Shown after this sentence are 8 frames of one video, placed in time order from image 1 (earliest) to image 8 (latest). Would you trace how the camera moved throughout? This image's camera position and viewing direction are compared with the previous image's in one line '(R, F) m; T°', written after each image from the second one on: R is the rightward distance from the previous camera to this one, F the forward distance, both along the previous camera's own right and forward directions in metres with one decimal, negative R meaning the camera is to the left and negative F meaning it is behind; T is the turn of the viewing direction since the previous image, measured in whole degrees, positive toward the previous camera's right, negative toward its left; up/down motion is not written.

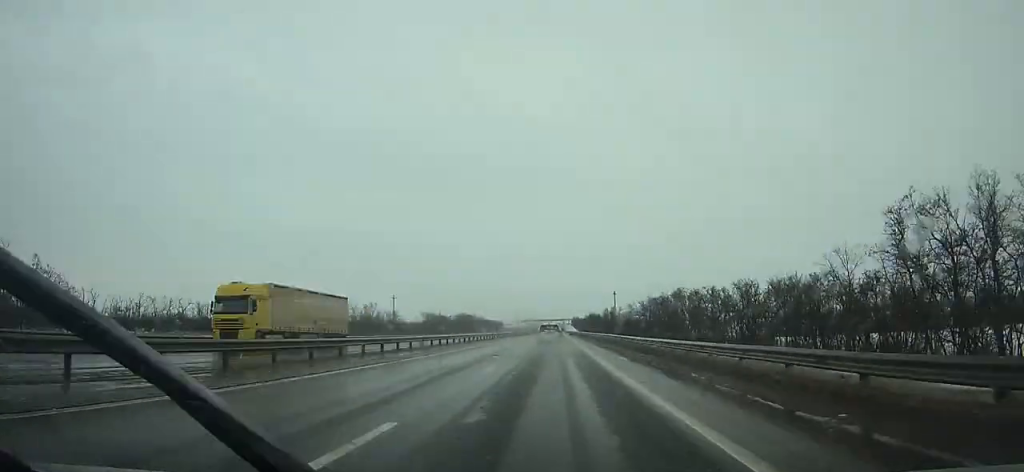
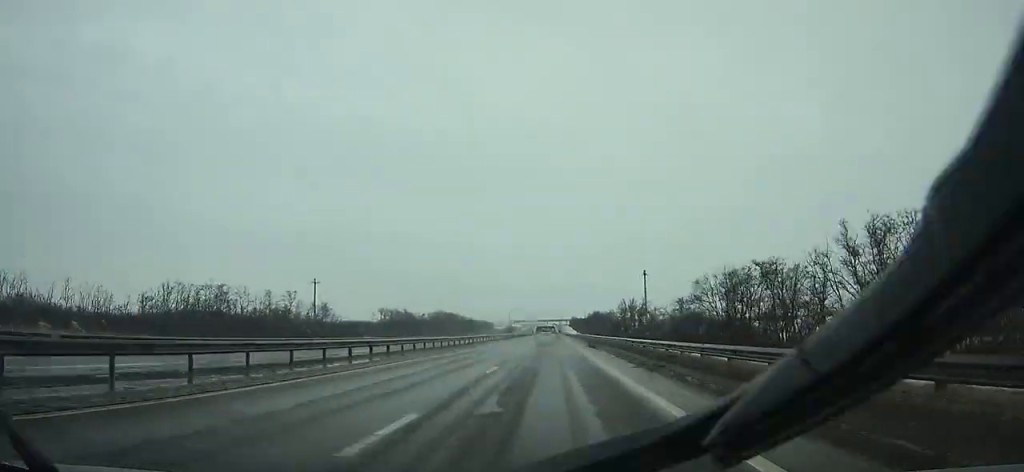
(-0.1, +81.5) m; 0°
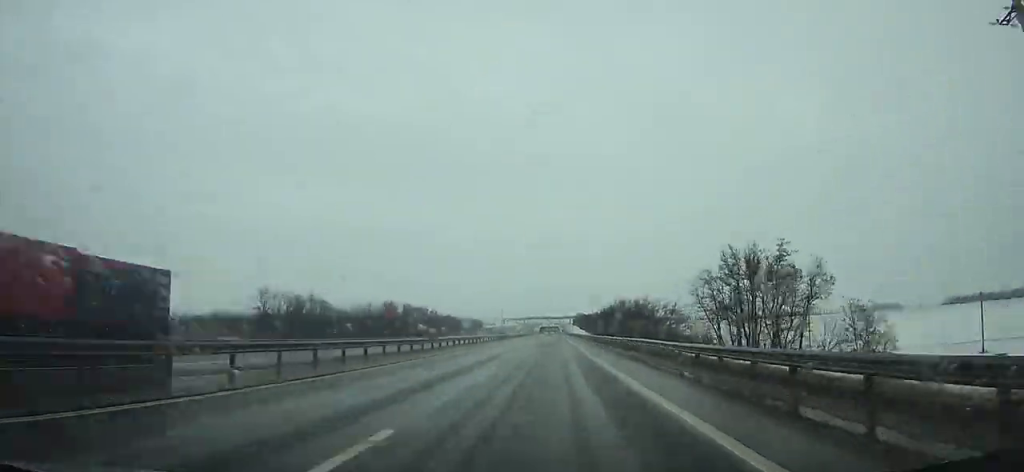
(-0.4, +118.3) m; 0°
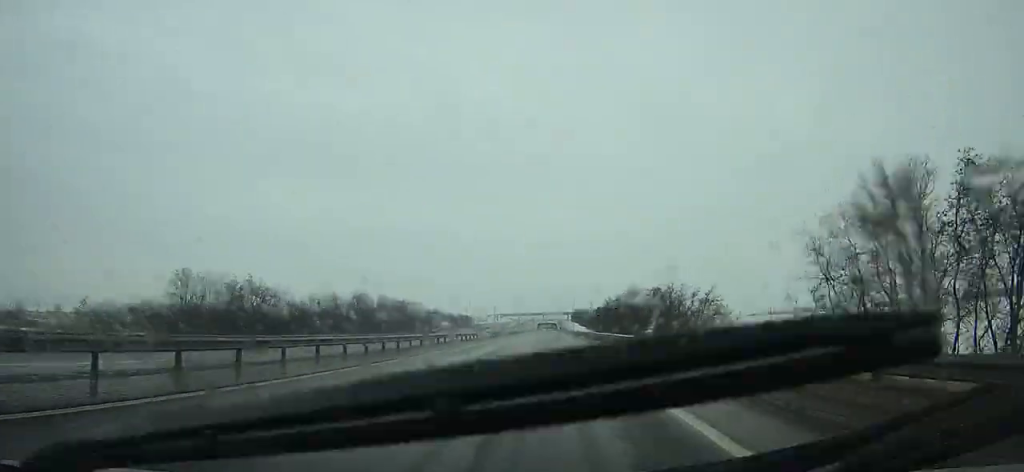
(0.0, +37.3) m; 0°
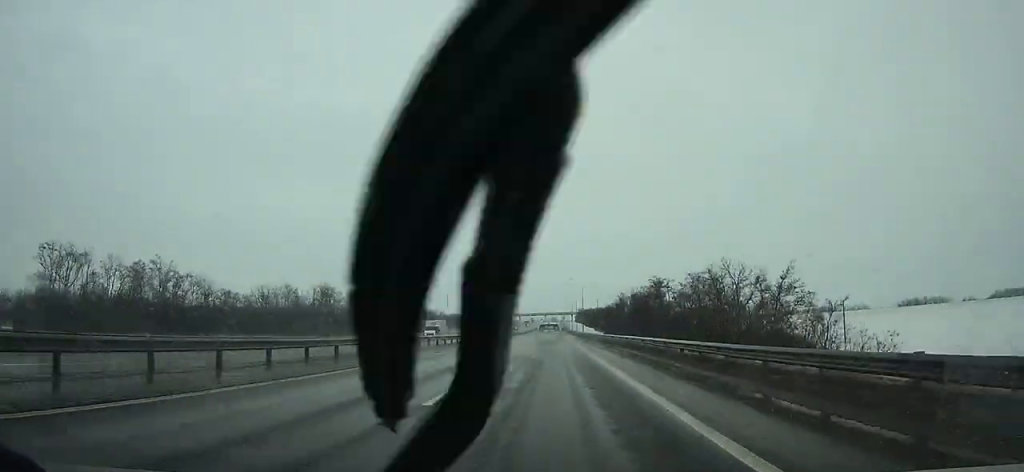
(+0.1, +39.8) m; 0°
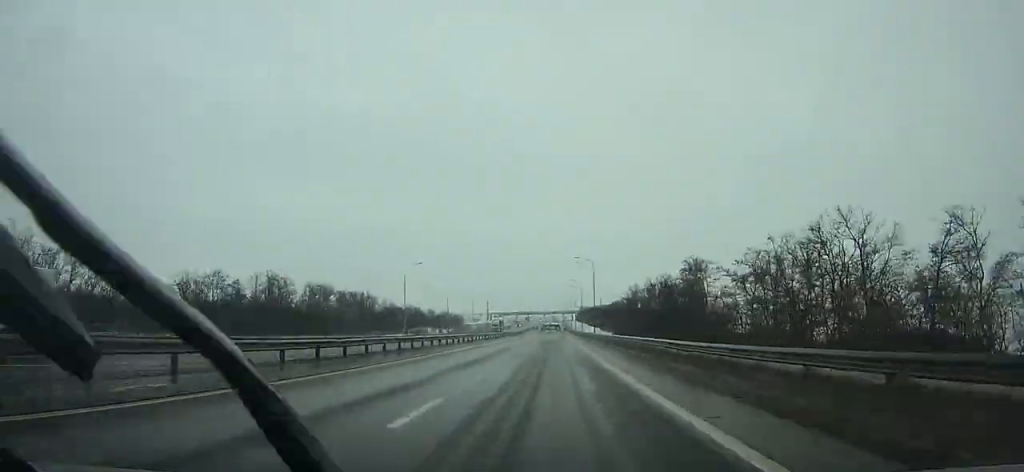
(0.0, +37.0) m; 0°
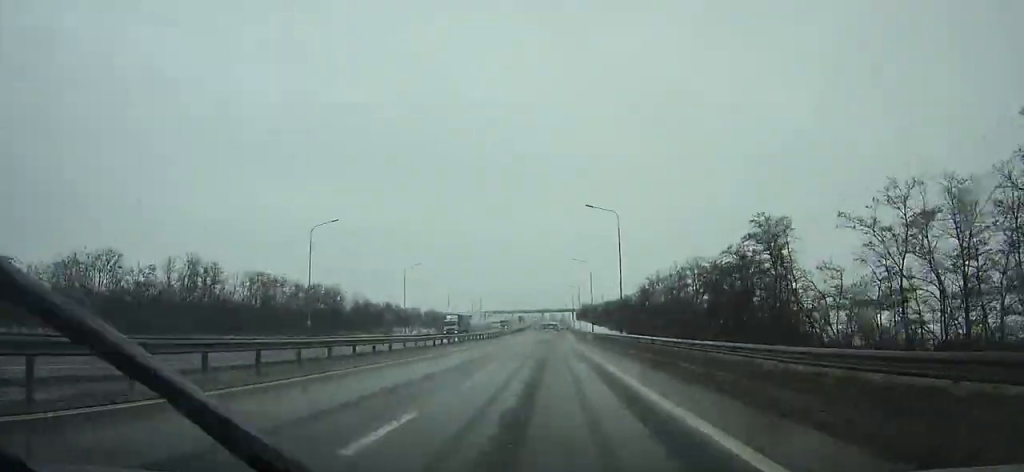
(0.0, +36.9) m; 0°
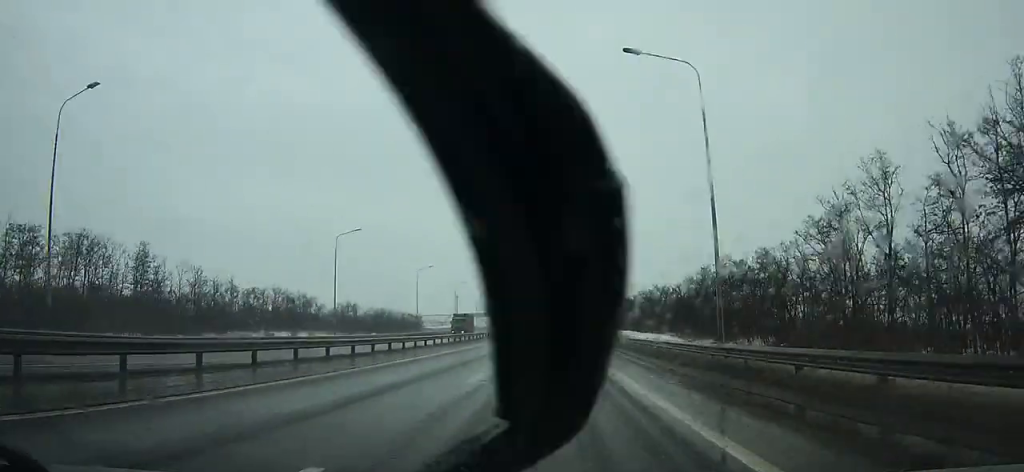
(-0.1, +109.9) m; 0°
